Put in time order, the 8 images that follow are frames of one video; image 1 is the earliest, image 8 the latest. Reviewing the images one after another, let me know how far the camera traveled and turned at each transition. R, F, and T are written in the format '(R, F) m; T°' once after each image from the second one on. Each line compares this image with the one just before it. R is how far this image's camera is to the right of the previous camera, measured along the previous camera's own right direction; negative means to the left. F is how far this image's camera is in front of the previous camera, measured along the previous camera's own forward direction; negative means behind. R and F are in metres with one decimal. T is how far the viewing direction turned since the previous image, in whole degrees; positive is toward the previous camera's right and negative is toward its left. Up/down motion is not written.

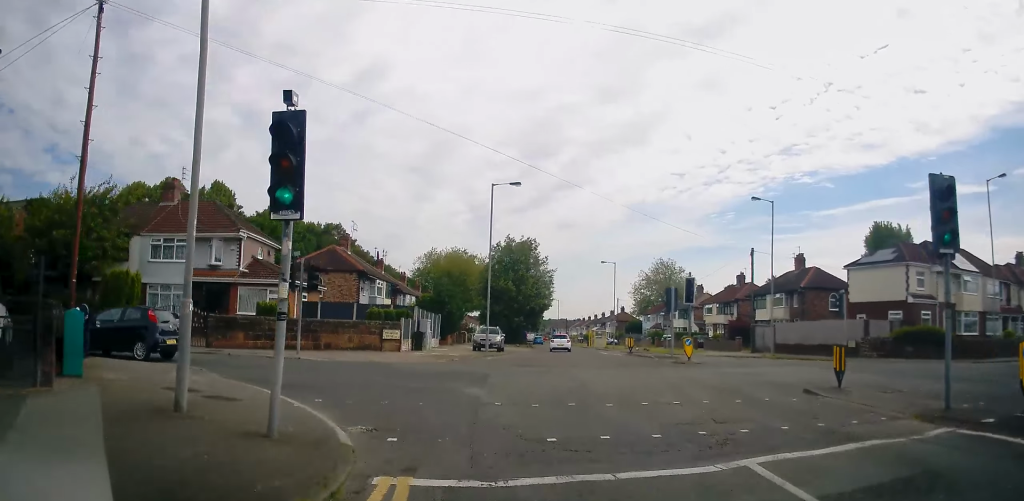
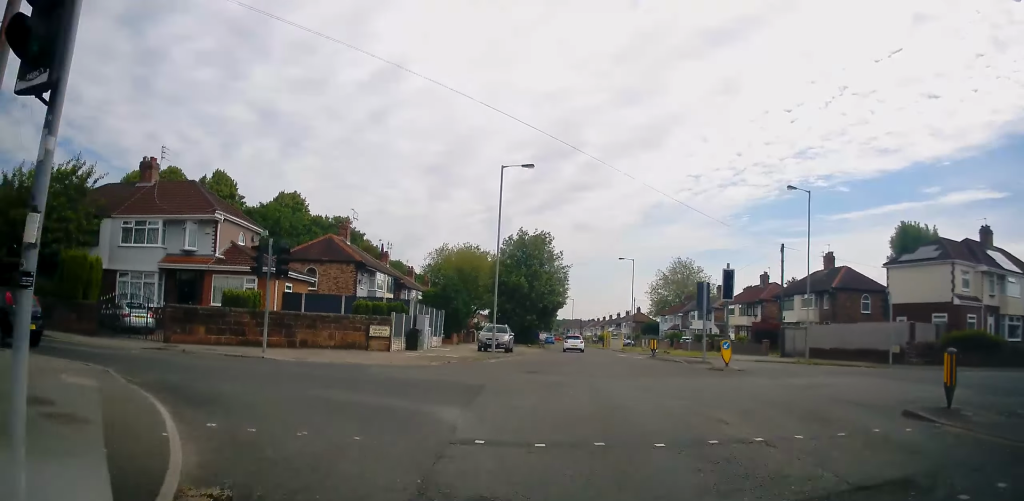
(-0.2, +3.6) m; -3°
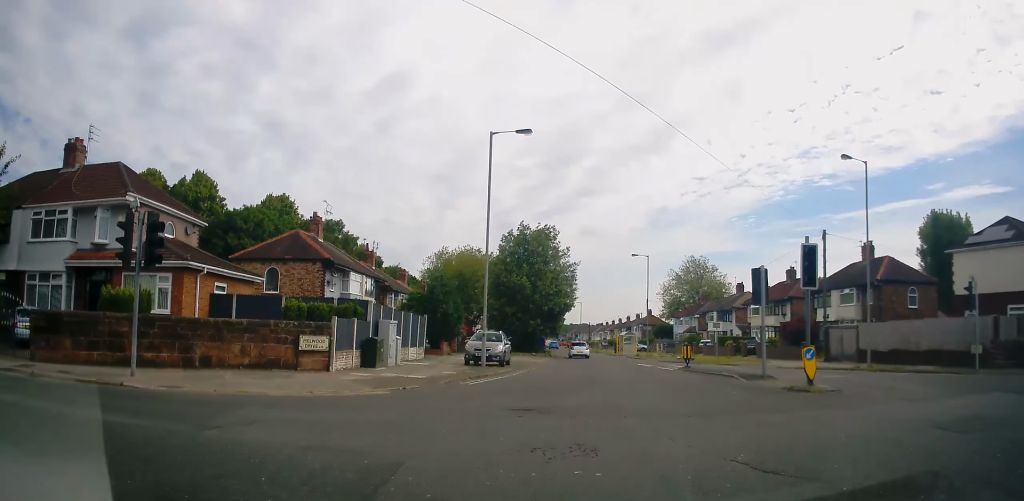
(0.0, +6.8) m; +1°
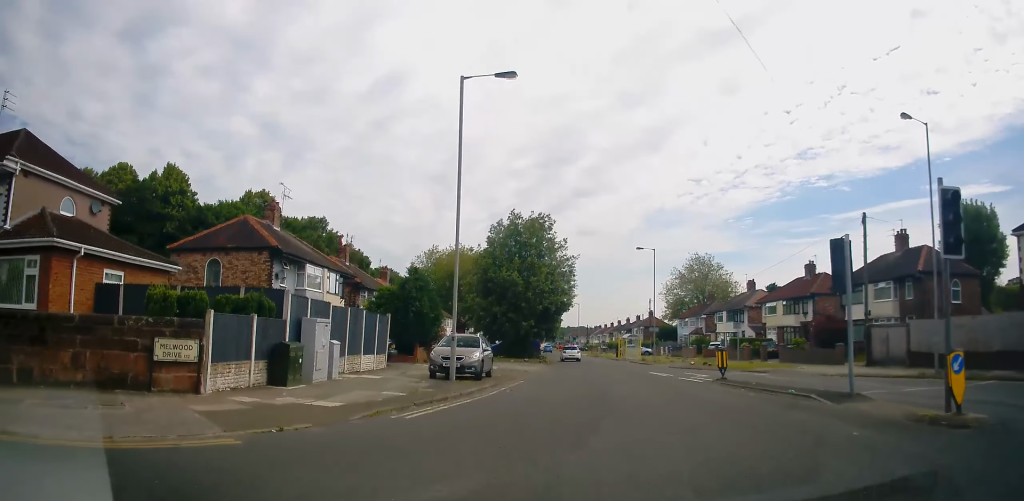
(+0.1, +6.4) m; +1°
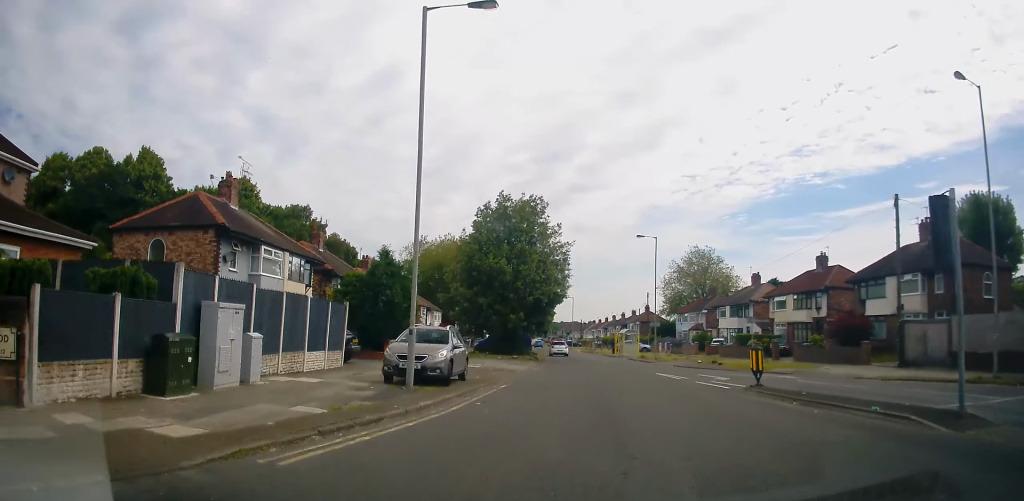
(0.0, +4.5) m; +1°
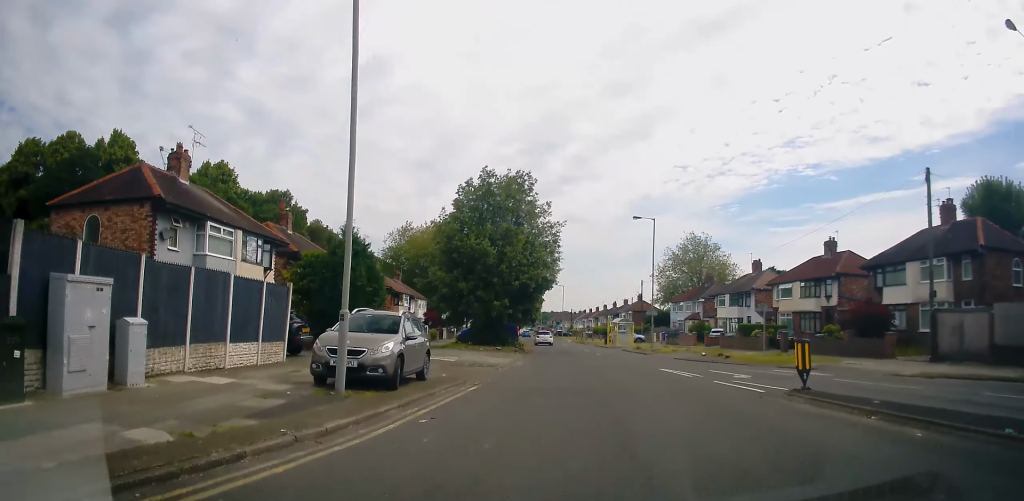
(0.0, +3.9) m; +1°
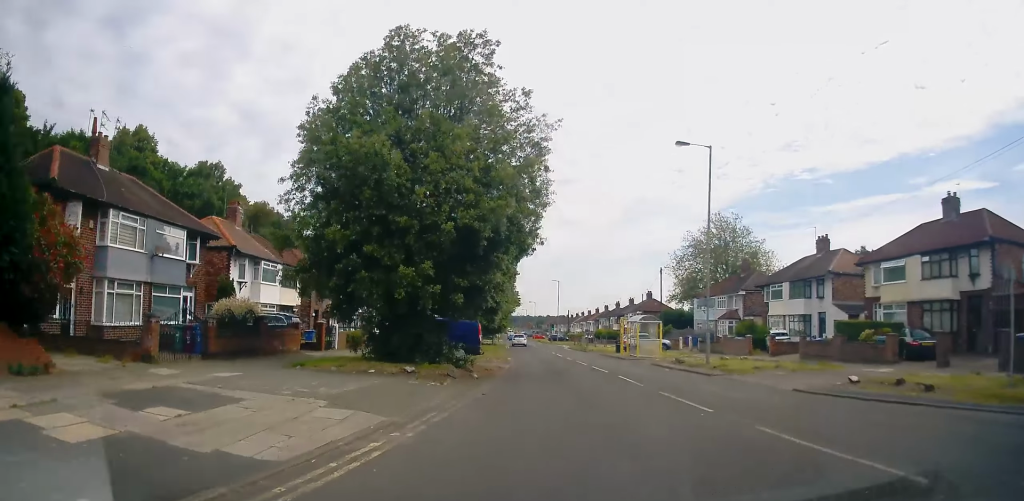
(-0.2, +19.0) m; 0°
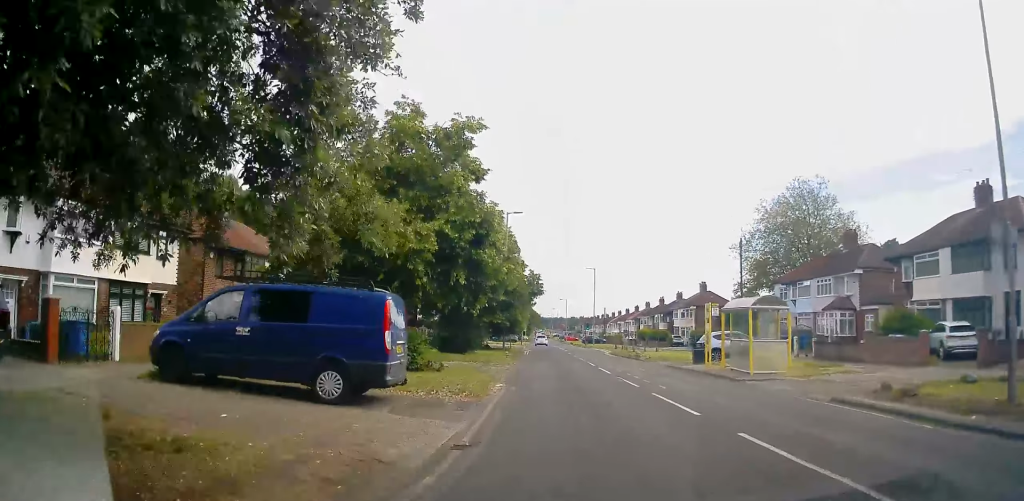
(-0.6, +17.9) m; -3°
